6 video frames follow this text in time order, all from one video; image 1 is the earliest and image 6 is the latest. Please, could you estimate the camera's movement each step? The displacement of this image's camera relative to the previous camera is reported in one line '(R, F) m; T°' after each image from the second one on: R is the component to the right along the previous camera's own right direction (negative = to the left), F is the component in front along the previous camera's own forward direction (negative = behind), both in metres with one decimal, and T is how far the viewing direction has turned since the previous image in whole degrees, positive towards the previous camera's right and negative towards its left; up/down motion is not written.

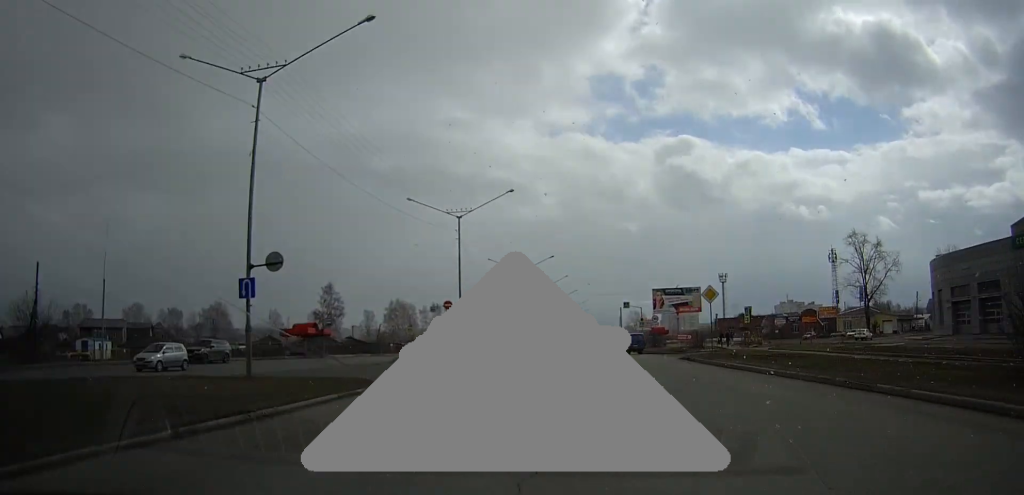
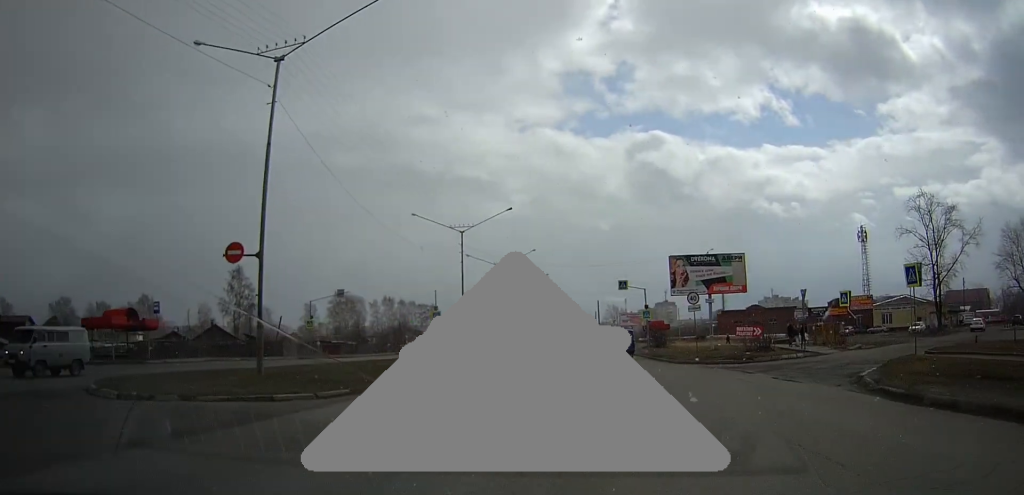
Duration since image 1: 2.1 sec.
(+0.2, +31.4) m; +1°
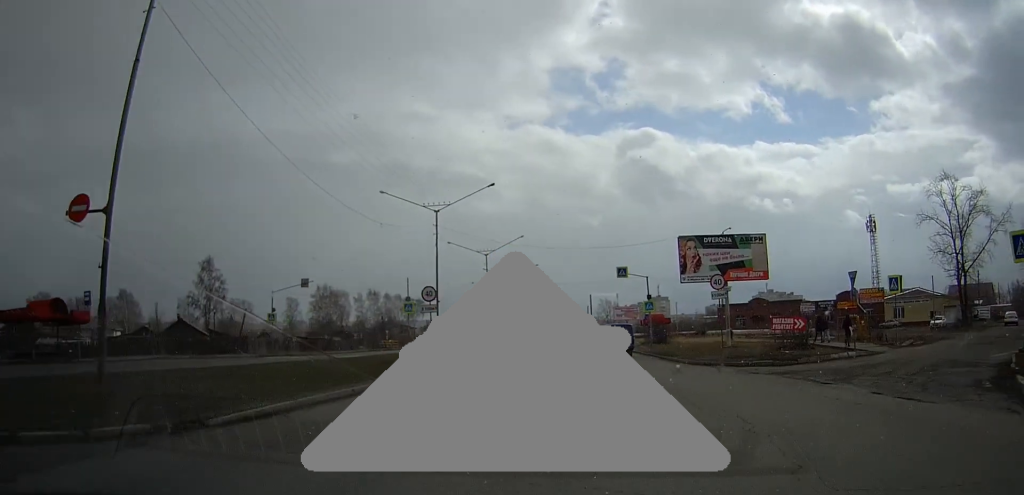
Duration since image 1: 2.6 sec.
(0.0, +7.8) m; +1°
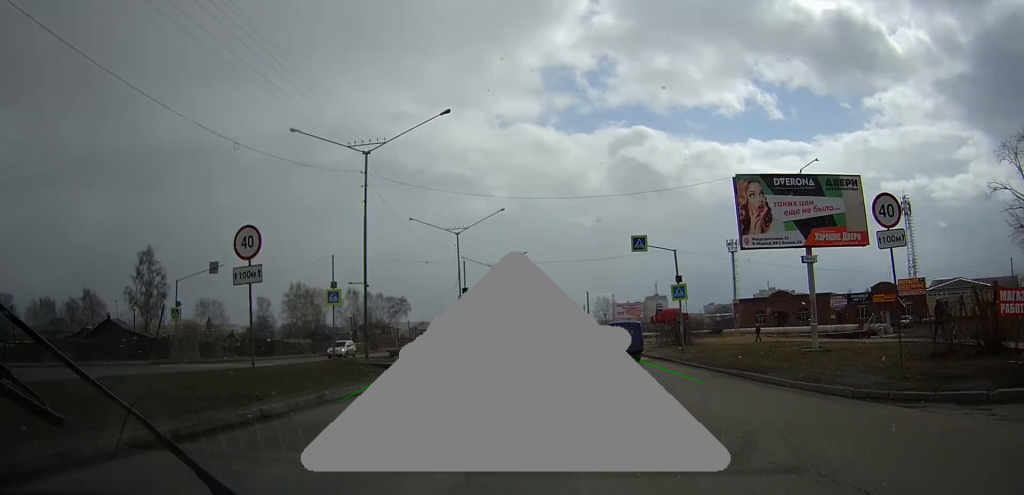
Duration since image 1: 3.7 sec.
(+0.2, +16.5) m; +1°
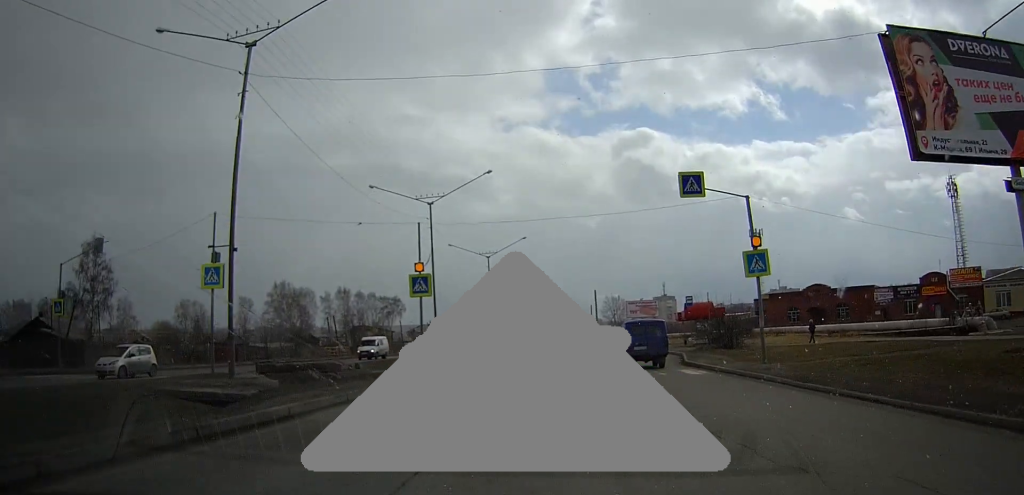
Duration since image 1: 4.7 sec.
(0.0, +14.1) m; 0°
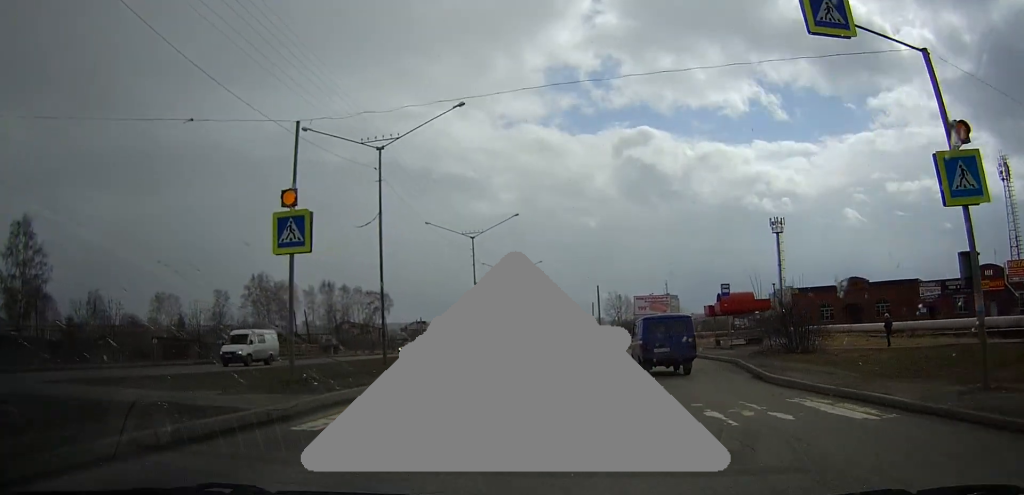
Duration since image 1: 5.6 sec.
(0.0, +12.9) m; 0°
